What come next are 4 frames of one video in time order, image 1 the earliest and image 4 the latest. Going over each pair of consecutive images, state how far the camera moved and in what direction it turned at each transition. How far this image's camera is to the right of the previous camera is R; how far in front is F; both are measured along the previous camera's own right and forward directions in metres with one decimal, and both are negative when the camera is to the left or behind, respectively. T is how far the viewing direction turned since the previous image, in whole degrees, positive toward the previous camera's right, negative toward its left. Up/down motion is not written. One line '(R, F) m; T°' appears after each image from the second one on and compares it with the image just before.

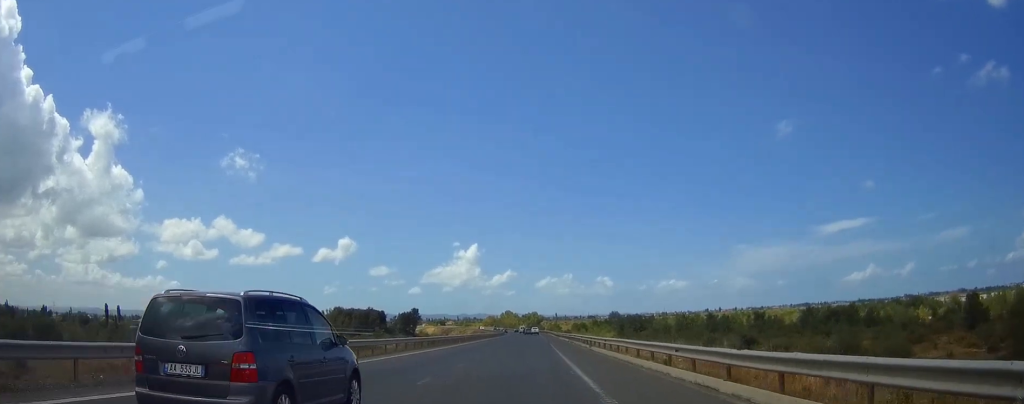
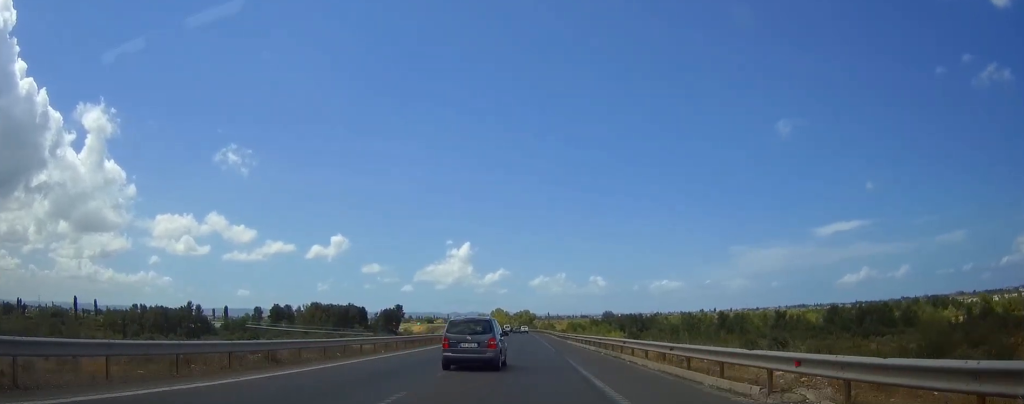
(-0.2, +37.1) m; 0°
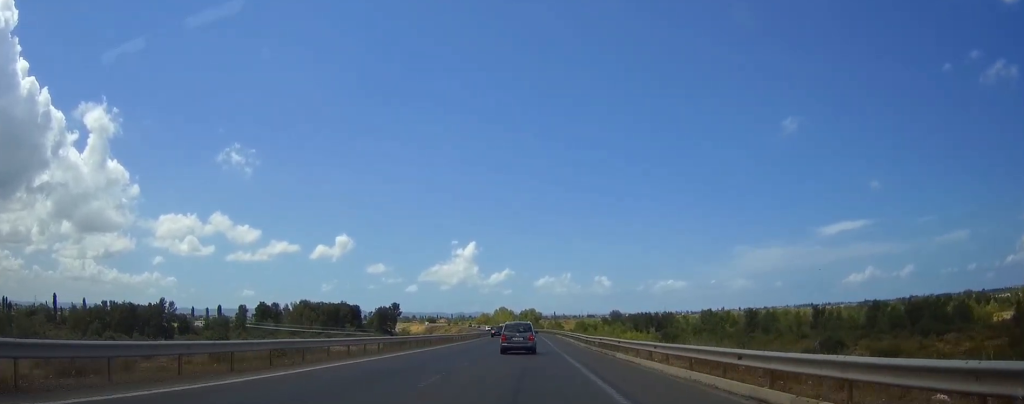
(0.0, +33.7) m; 0°
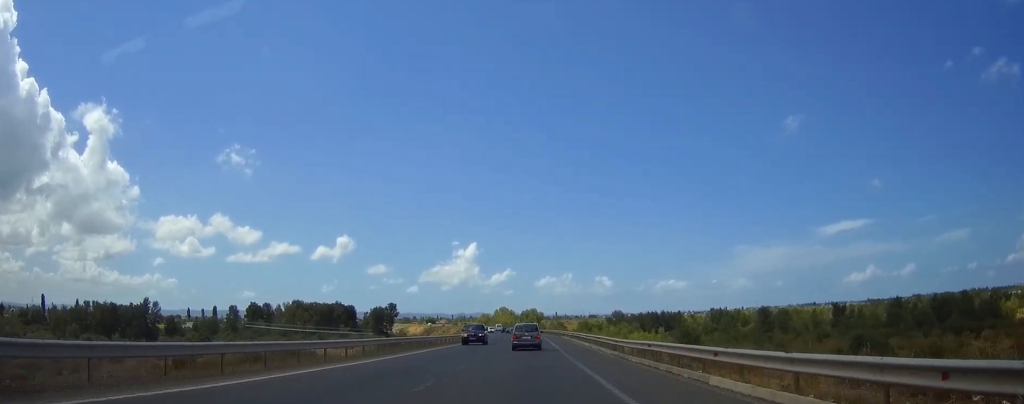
(+0.2, +16.1) m; 0°
